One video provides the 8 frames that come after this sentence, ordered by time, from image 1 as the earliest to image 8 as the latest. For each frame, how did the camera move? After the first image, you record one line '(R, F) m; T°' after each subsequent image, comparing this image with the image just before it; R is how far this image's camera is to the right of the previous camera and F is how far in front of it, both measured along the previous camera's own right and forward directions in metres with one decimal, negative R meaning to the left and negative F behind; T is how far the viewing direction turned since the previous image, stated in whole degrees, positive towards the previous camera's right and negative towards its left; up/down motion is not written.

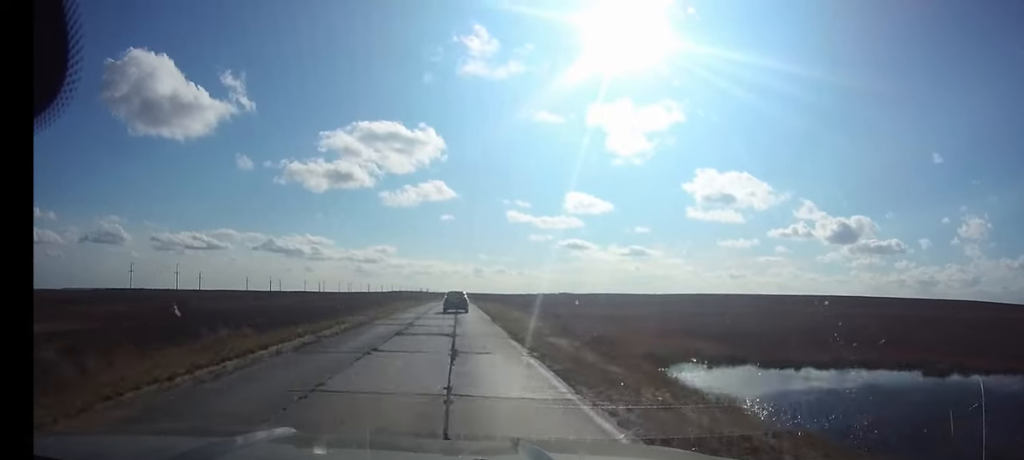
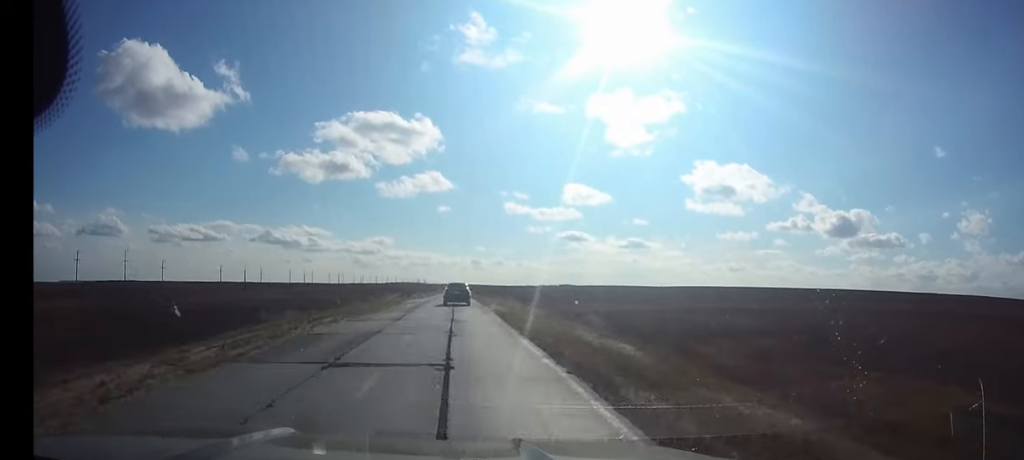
(0.0, +27.0) m; 0°
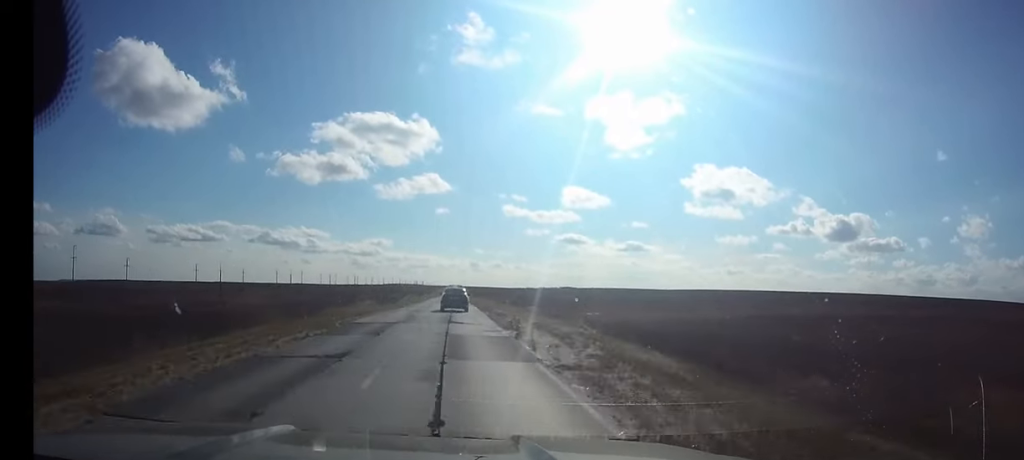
(0.0, +22.1) m; 0°
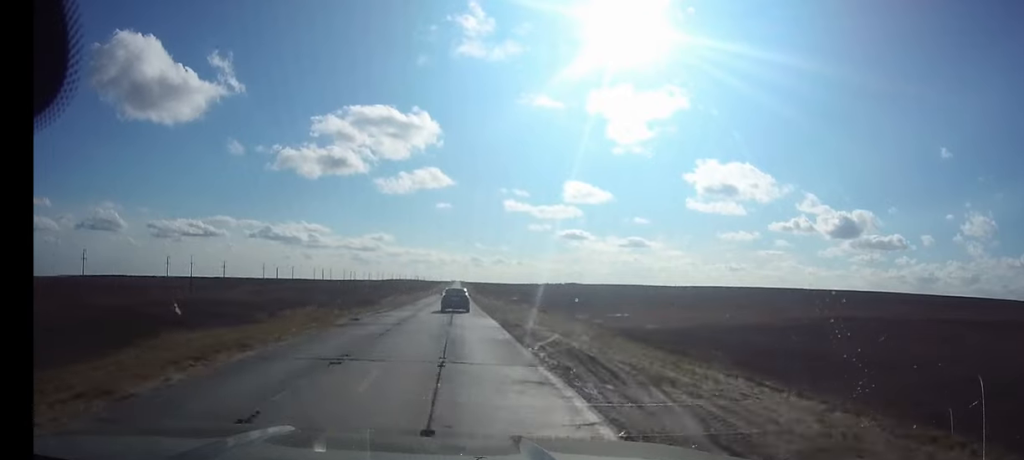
(0.0, +26.0) m; 0°
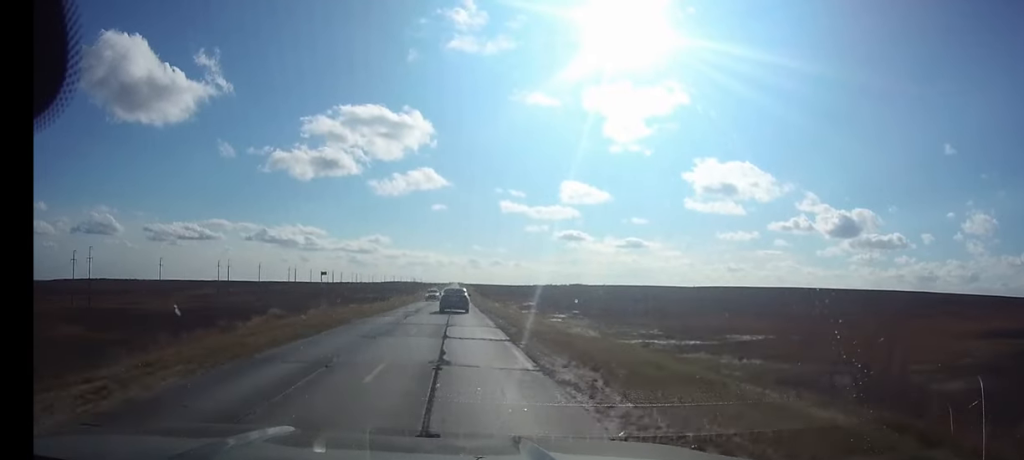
(+0.1, +57.7) m; 0°
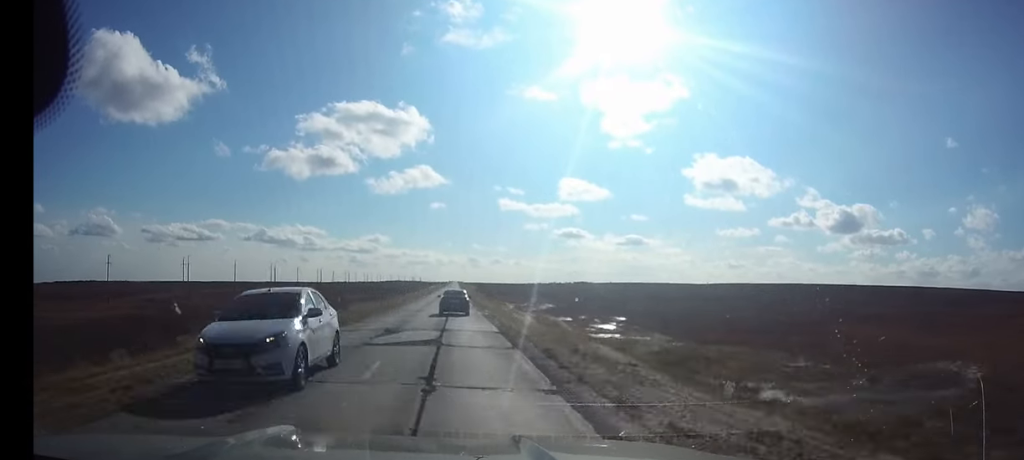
(0.0, +33.7) m; 0°
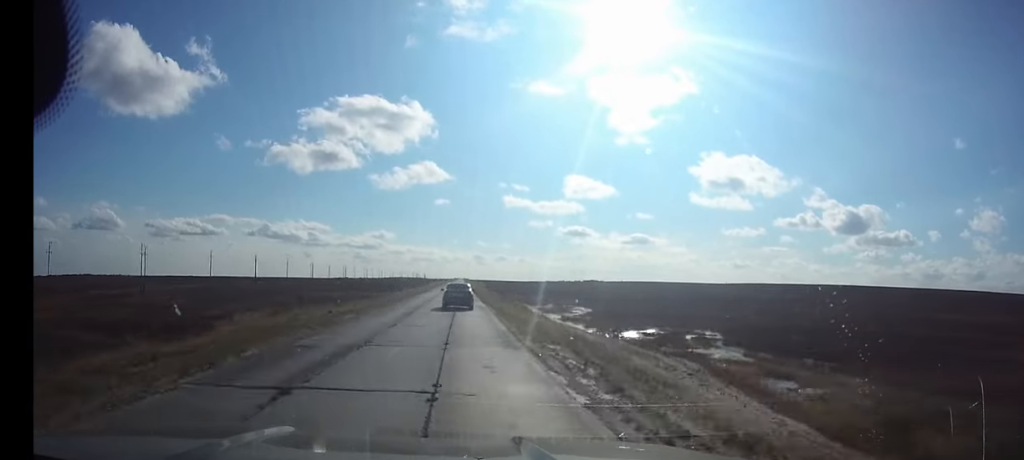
(-0.1, +30.1) m; 0°
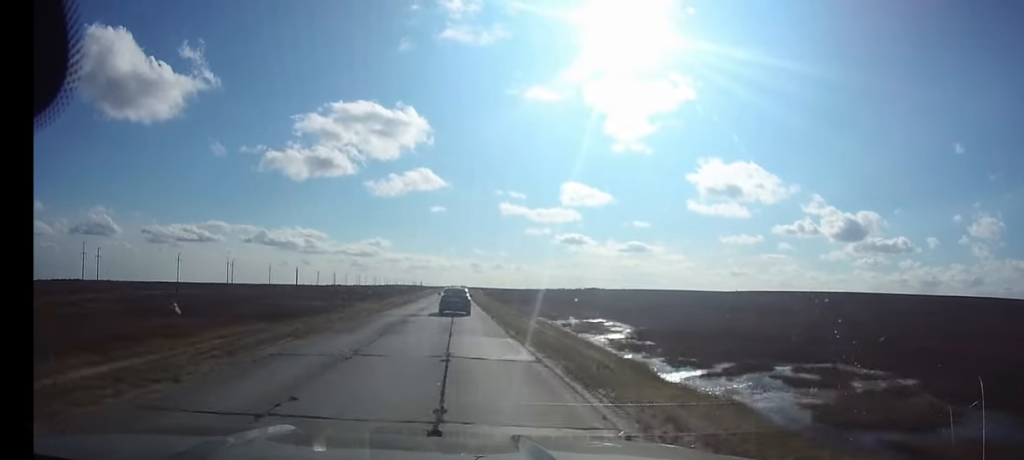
(0.0, +25.0) m; 0°
